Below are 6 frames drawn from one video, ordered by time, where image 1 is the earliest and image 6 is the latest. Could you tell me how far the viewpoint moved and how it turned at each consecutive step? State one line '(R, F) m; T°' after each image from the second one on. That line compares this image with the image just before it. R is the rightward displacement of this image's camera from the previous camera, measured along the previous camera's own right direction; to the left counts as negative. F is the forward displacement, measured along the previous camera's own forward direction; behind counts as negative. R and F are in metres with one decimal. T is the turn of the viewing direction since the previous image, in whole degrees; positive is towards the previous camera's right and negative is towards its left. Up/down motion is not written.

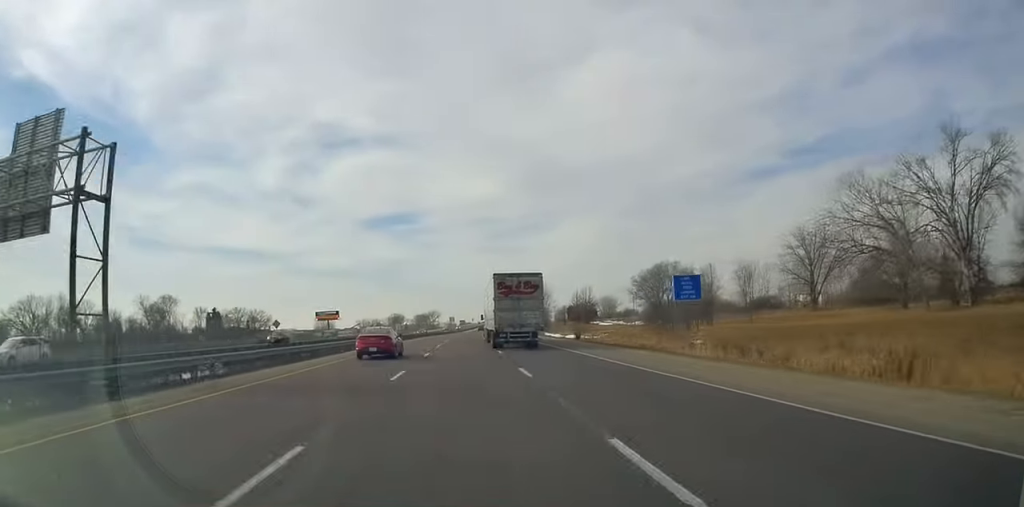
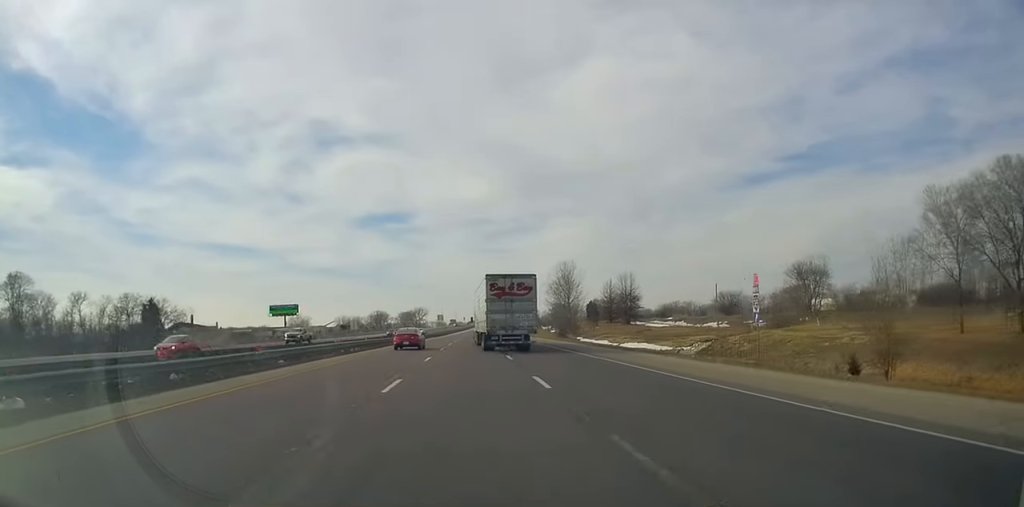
(+0.5, +75.5) m; 0°
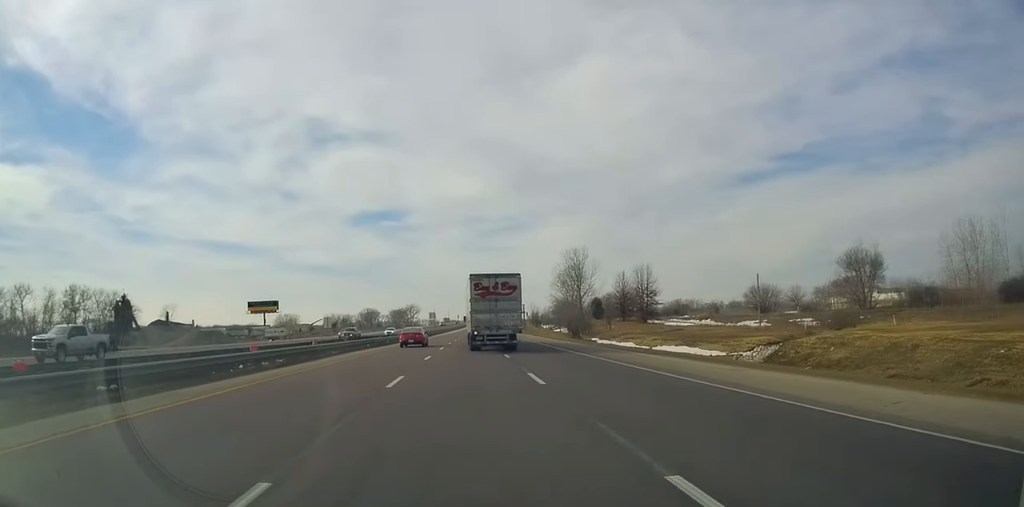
(0.0, +22.8) m; 0°
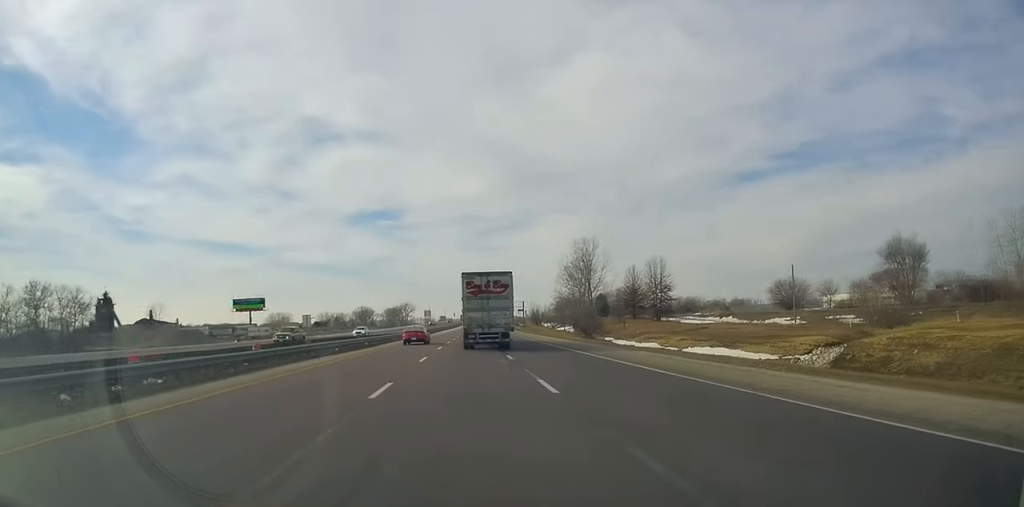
(+0.2, +14.4) m; 0°
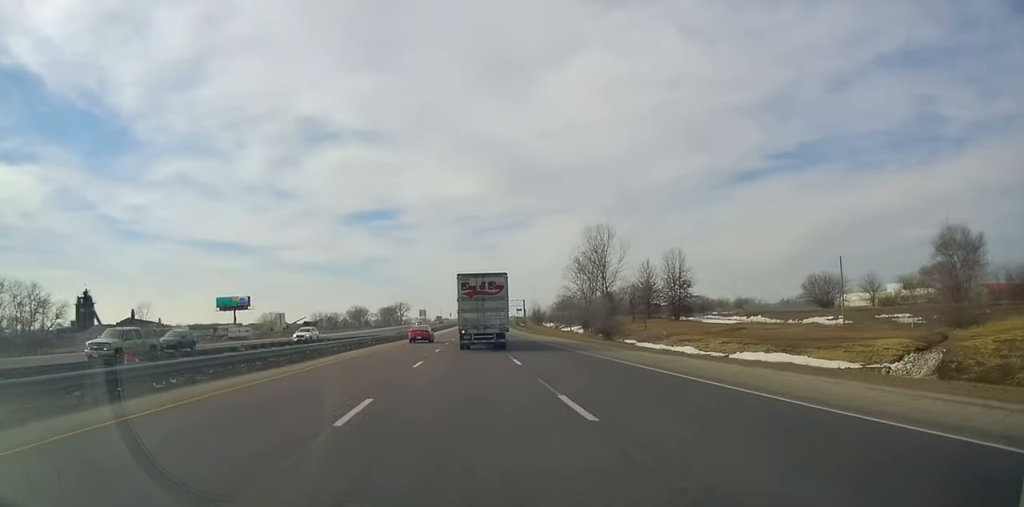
(0.0, +15.6) m; 0°
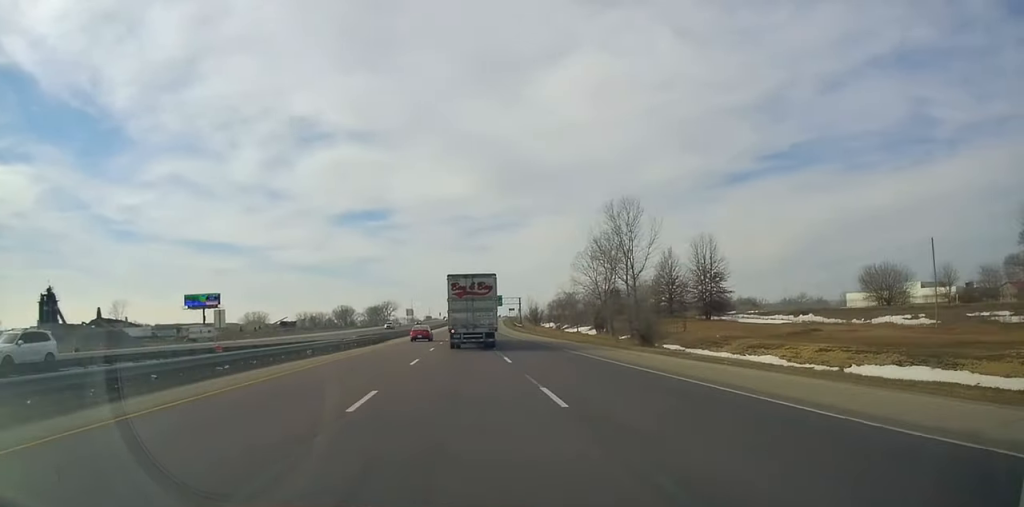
(0.0, +22.6) m; +1°
